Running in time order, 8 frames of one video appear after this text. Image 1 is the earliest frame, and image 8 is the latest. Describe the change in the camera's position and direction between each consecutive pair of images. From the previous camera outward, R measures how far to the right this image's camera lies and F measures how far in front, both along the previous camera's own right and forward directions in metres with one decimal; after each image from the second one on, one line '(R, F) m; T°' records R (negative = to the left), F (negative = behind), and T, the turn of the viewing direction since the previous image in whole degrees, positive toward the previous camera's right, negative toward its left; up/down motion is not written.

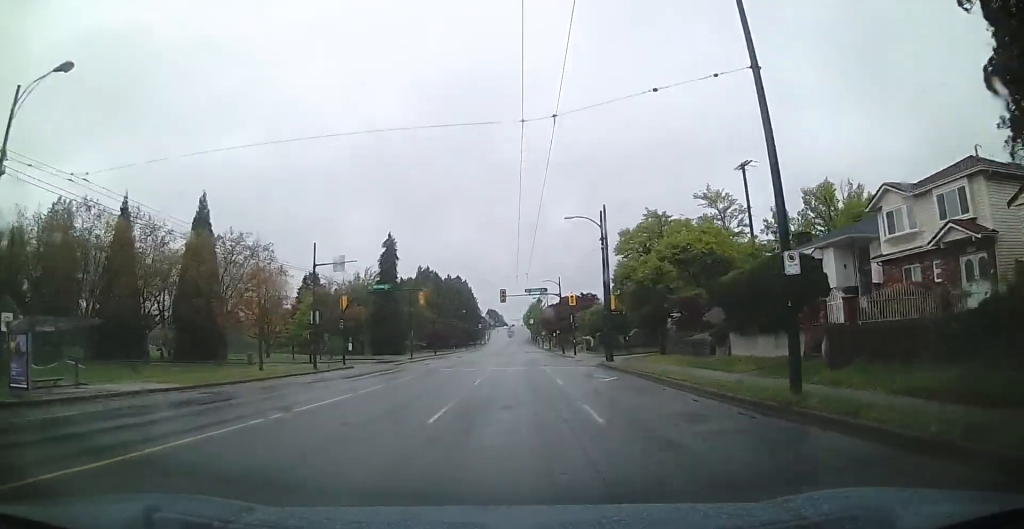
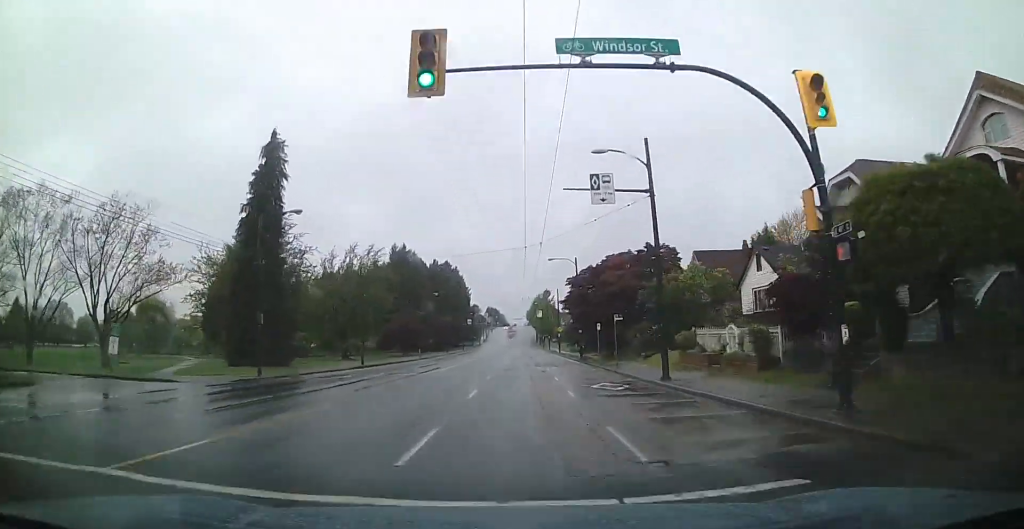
(-1.2, +49.1) m; +1°
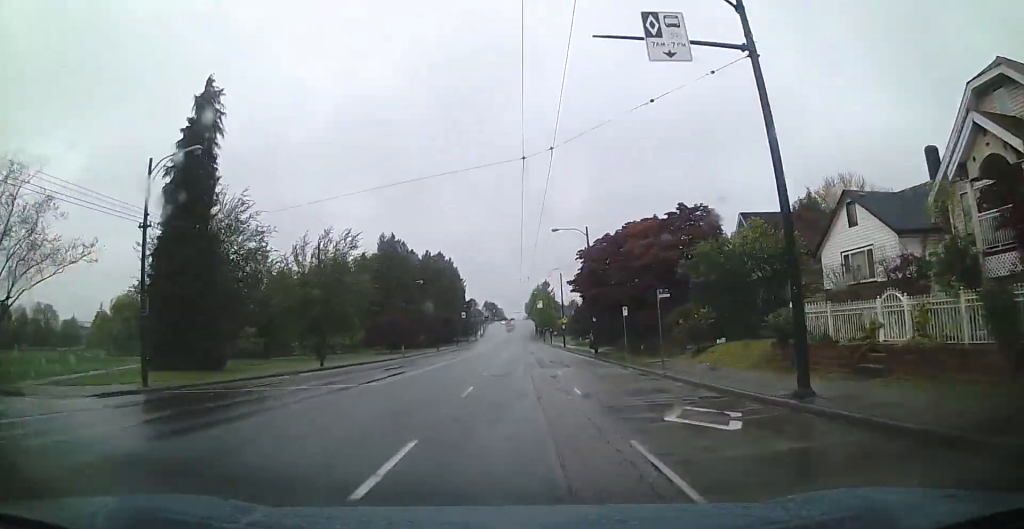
(+0.3, +10.9) m; +1°
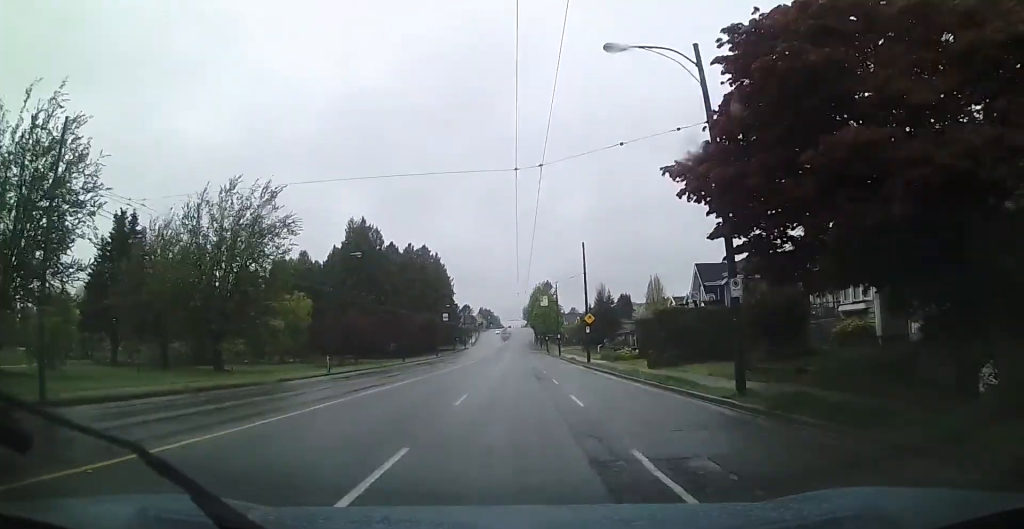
(+0.4, +27.2) m; +1°
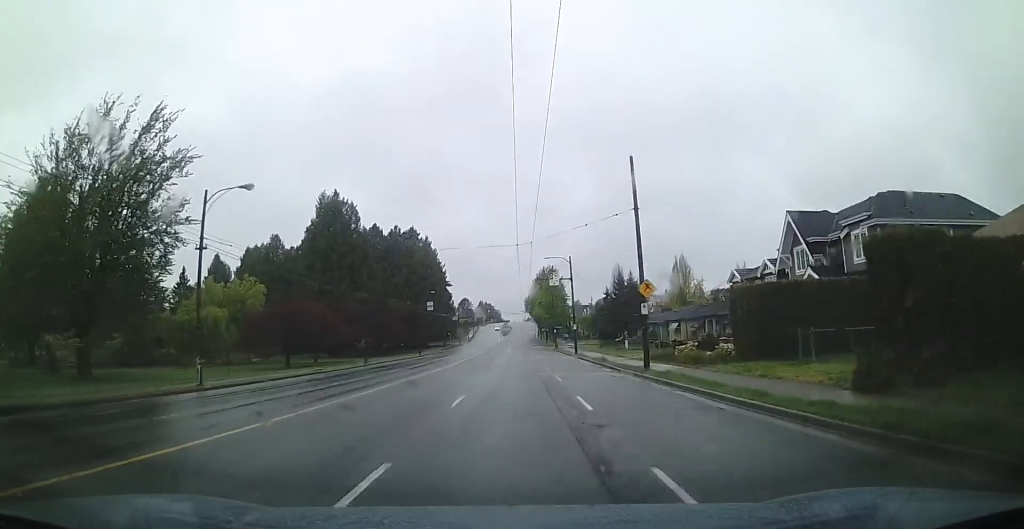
(0.0, +19.2) m; 0°
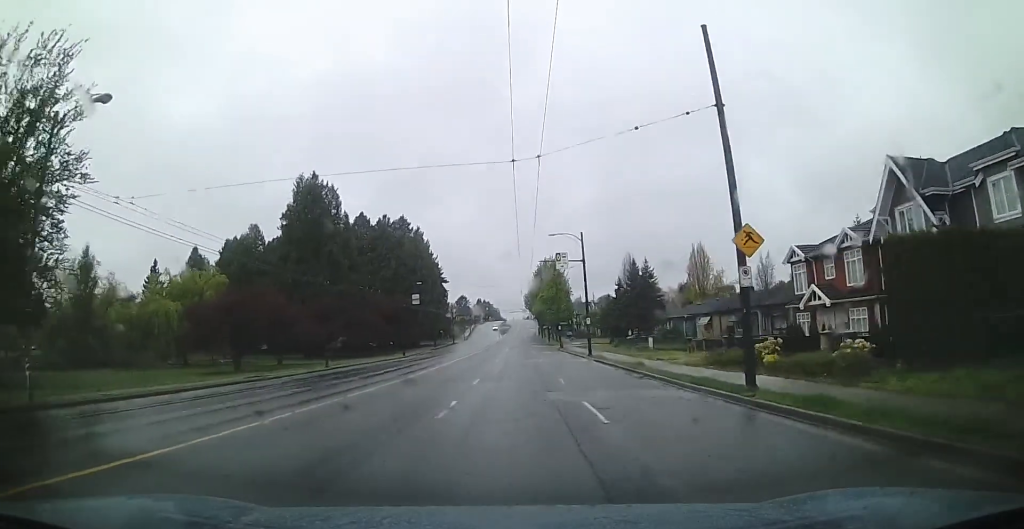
(0.0, +11.1) m; 0°
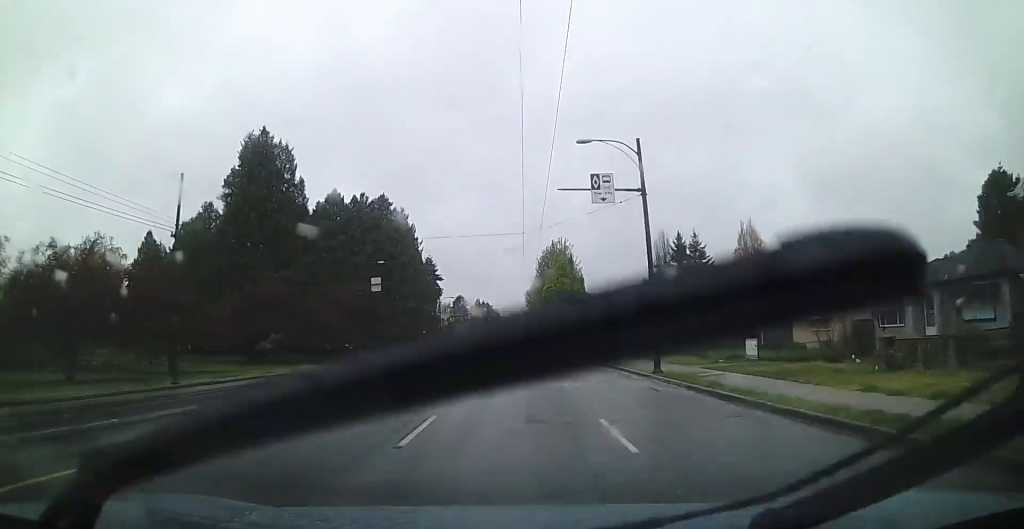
(0.0, +21.0) m; 0°
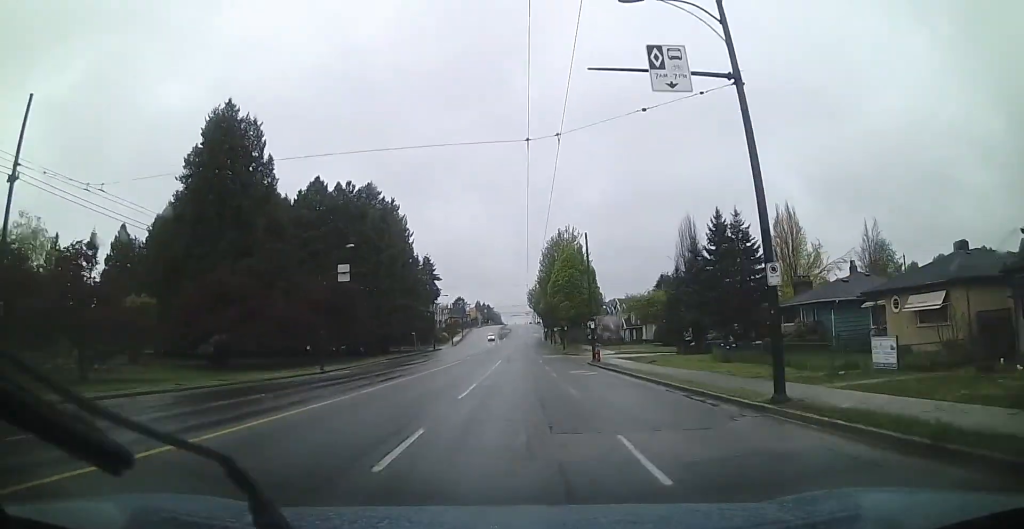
(+0.1, +10.5) m; -1°
